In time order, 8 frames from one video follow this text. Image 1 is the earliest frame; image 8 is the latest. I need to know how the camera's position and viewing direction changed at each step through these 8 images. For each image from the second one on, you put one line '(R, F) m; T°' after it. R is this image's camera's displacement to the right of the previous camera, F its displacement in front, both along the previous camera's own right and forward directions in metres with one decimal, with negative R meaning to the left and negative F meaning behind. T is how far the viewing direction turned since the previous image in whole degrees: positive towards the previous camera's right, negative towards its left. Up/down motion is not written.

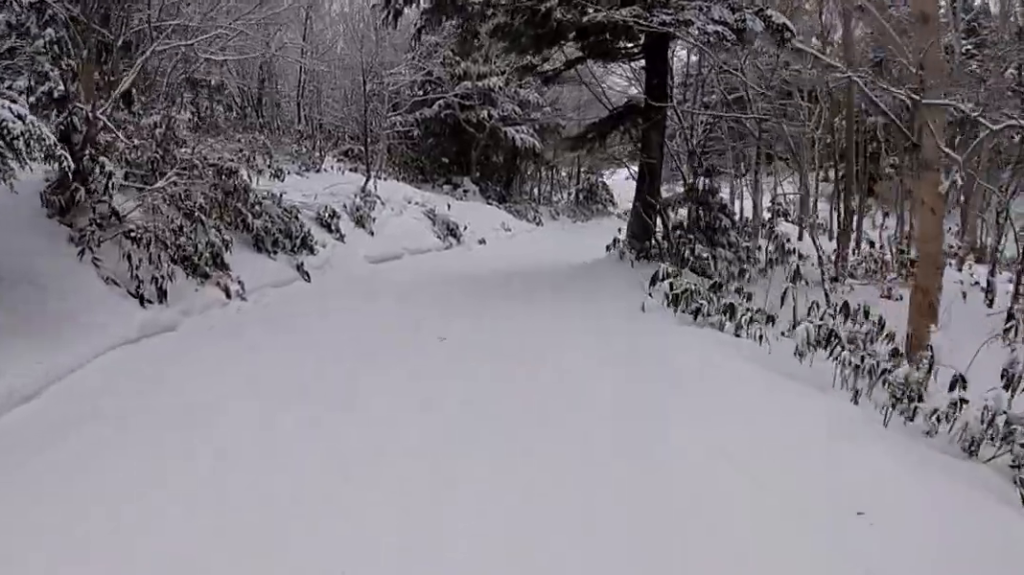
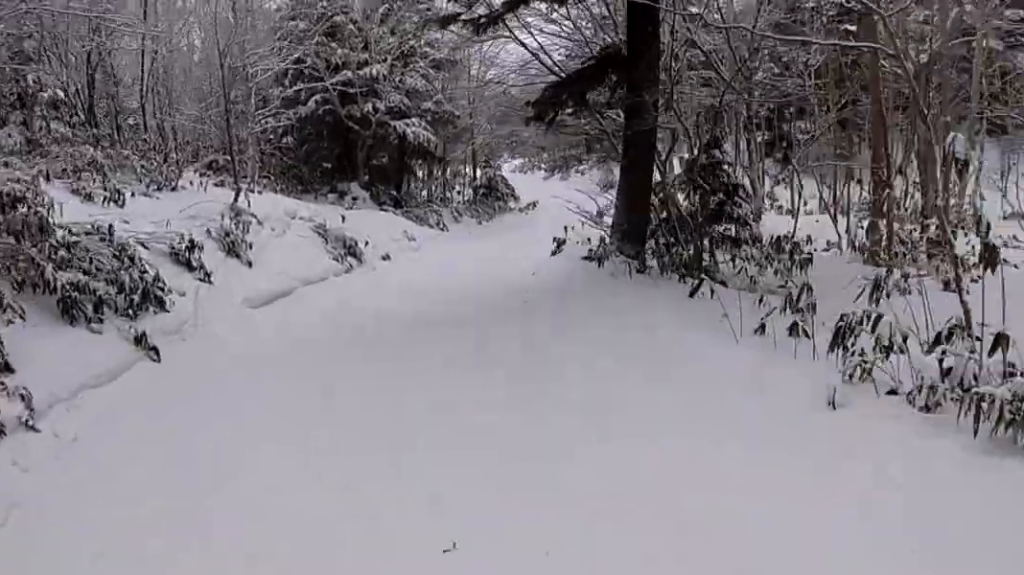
(-0.1, +4.8) m; +2°
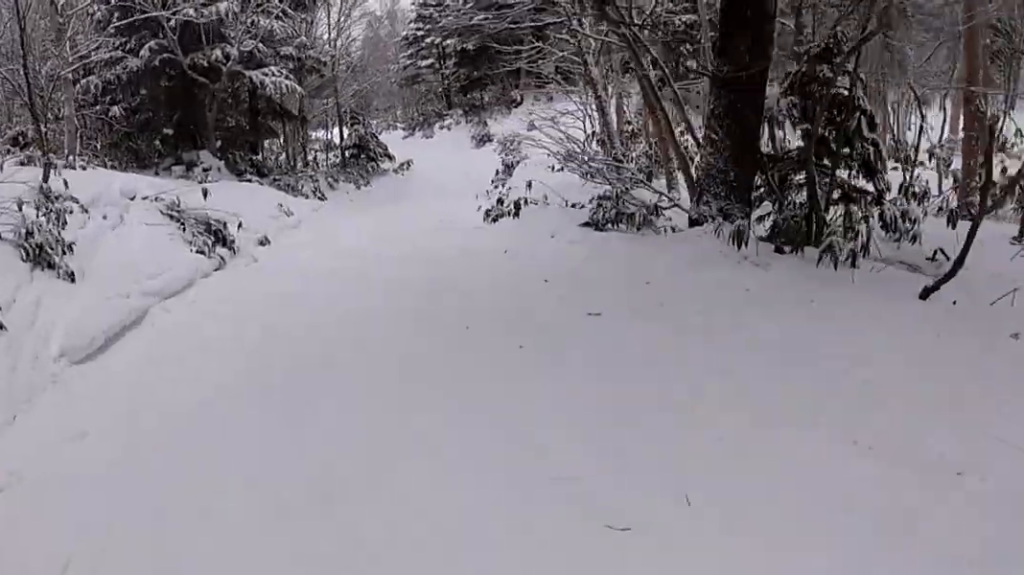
(+0.2, +5.2) m; +8°
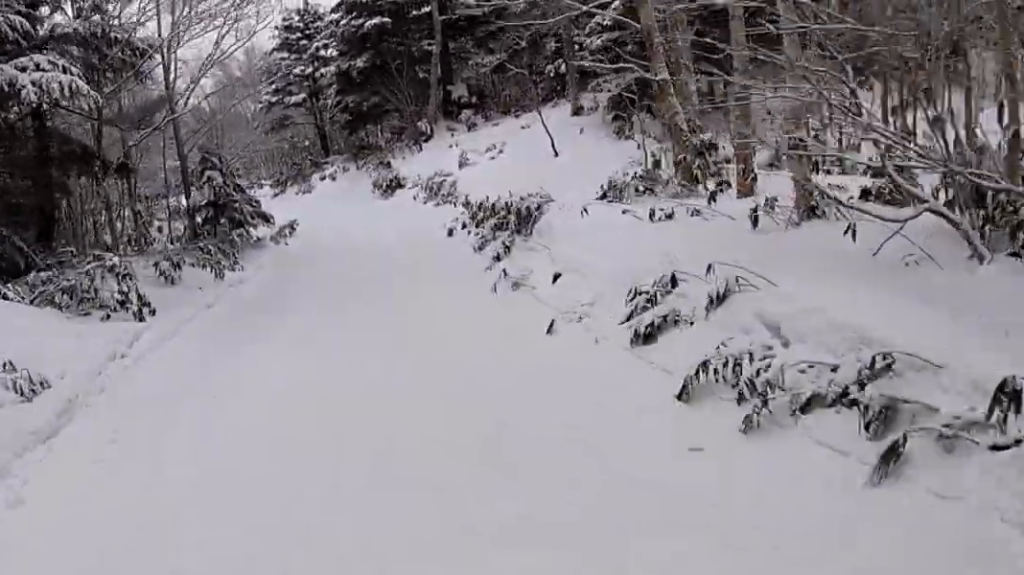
(+1.7, +12.4) m; +9°
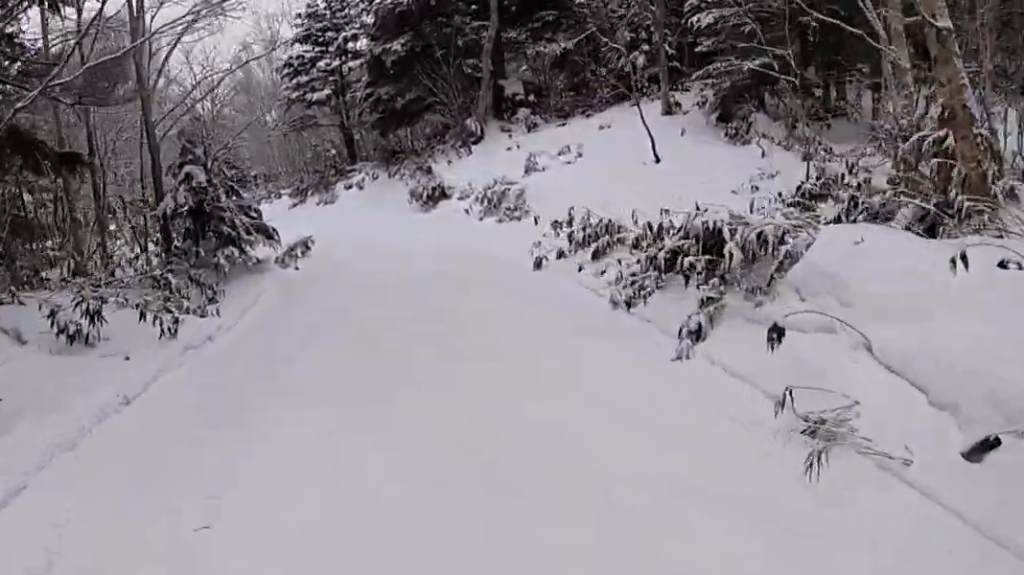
(-0.2, +5.9) m; 0°
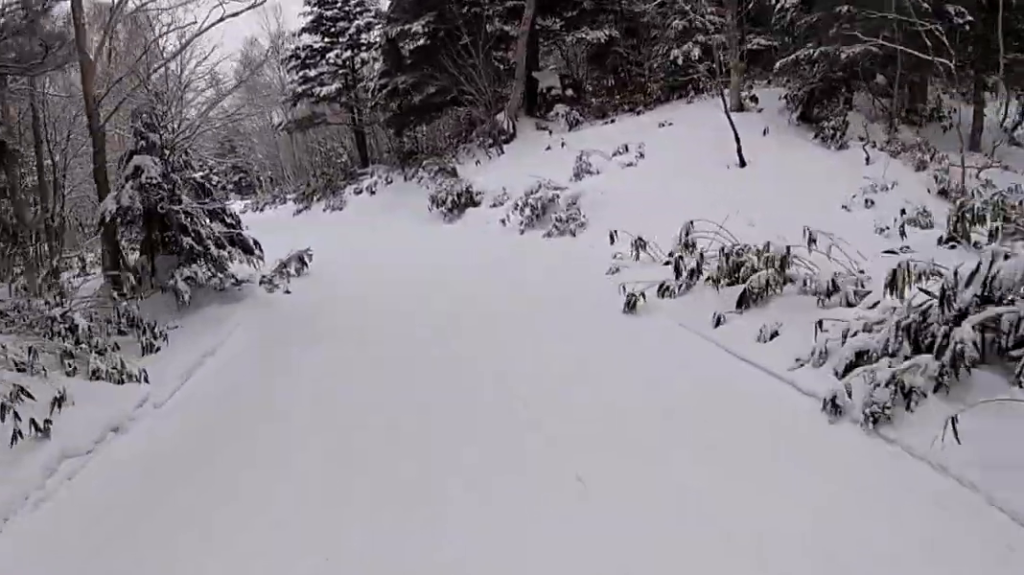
(+0.1, +3.5) m; -3°
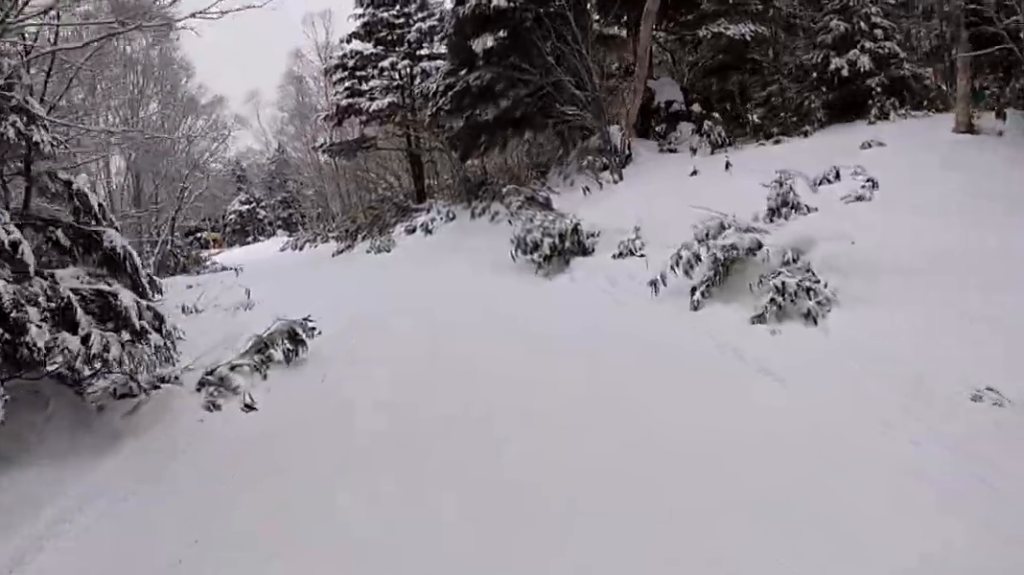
(+0.1, +6.0) m; -6°
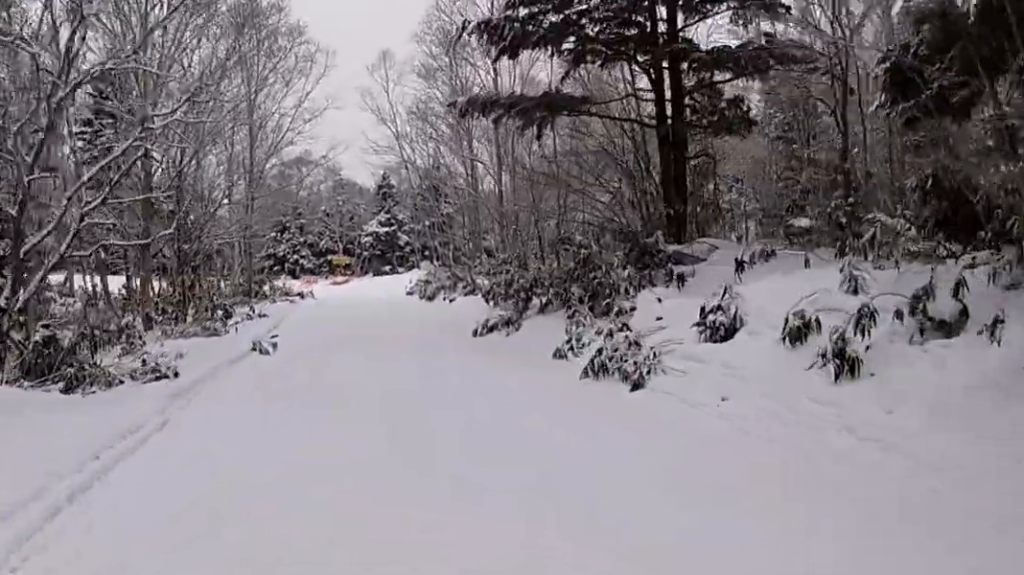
(-2.4, +14.6) m; -10°
